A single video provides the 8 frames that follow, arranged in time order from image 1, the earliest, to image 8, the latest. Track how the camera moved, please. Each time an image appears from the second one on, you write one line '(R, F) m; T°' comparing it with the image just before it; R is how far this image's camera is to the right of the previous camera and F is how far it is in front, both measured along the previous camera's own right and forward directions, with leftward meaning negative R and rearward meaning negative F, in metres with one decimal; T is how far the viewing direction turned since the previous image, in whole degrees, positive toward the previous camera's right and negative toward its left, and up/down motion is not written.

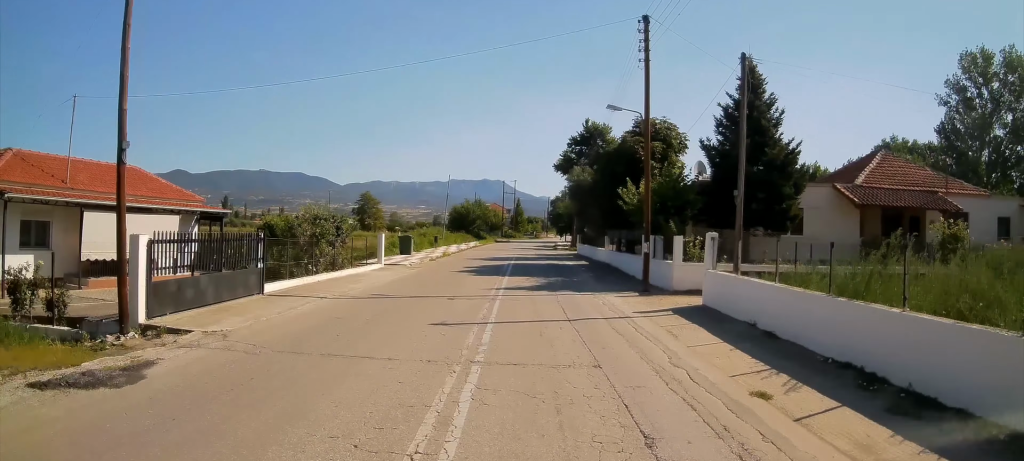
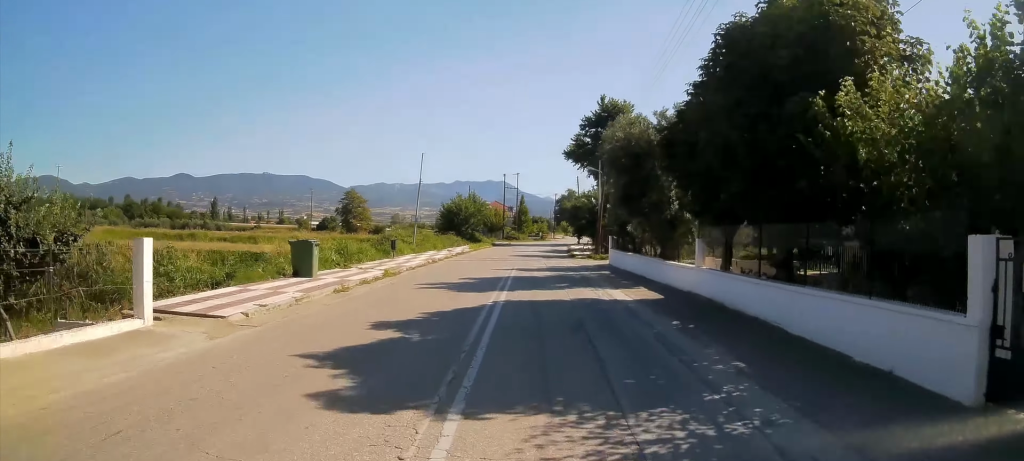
(0.0, +15.9) m; 0°
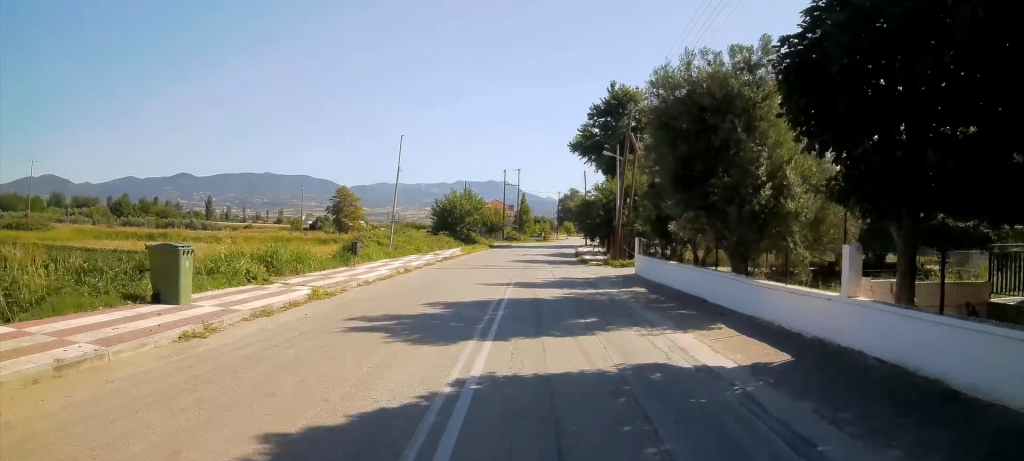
(0.0, +7.2) m; 0°
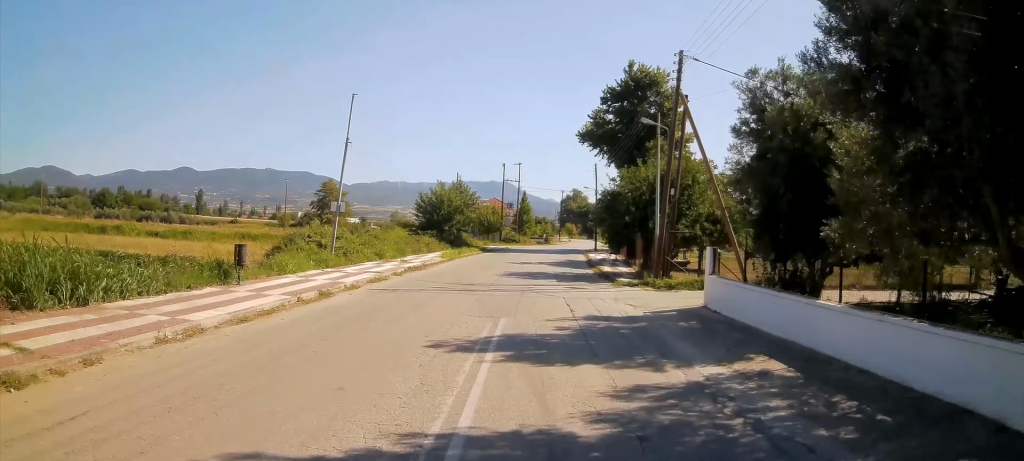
(0.0, +9.7) m; 0°
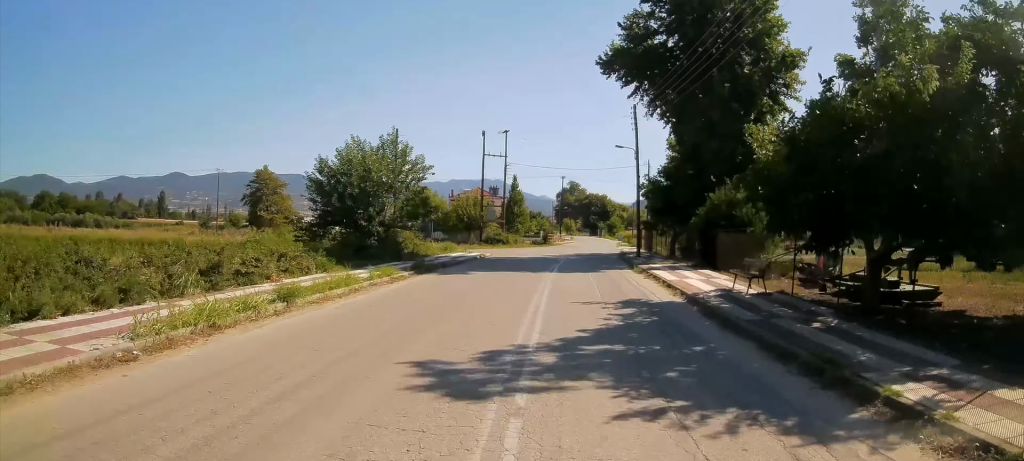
(+0.3, +26.4) m; +1°
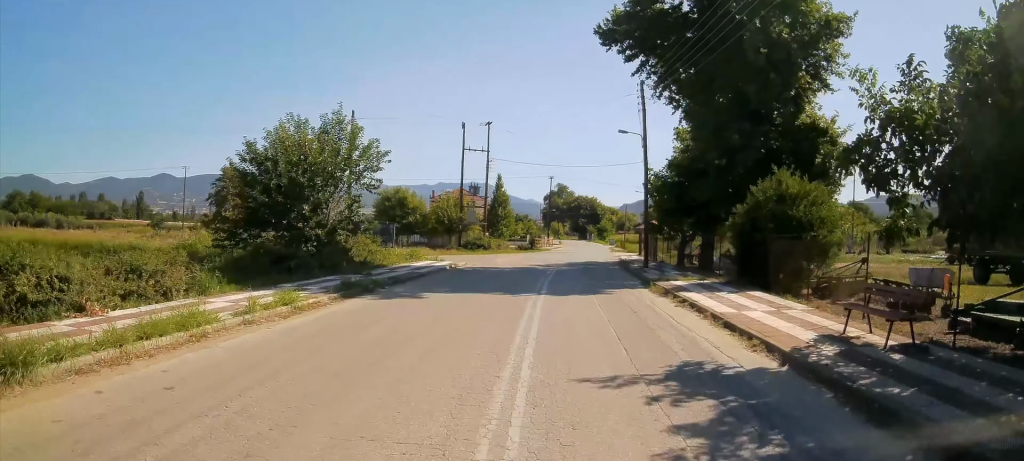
(0.0, +6.6) m; 0°
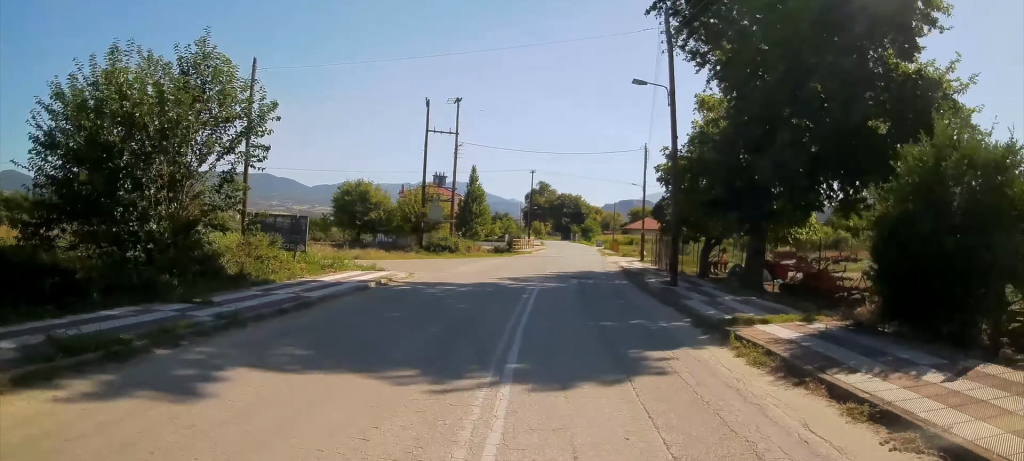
(-0.3, +9.6) m; 0°
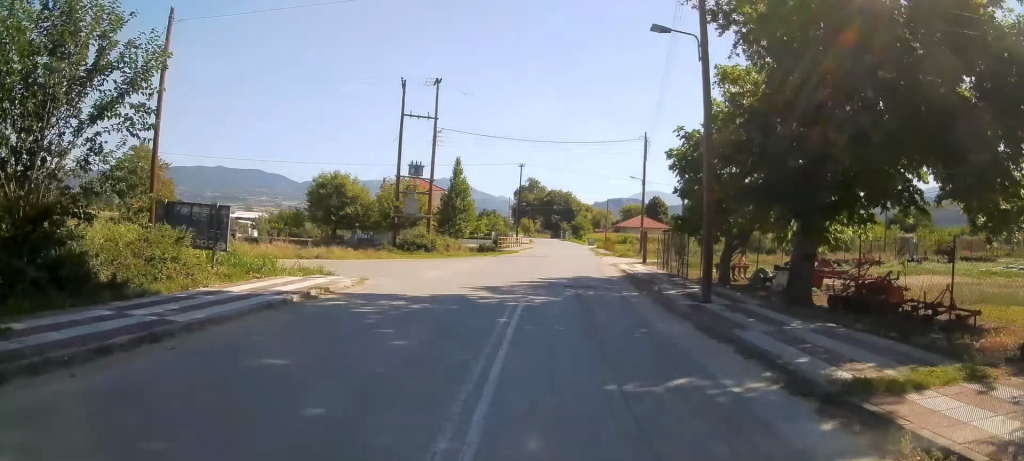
(+0.2, +5.0) m; +1°
